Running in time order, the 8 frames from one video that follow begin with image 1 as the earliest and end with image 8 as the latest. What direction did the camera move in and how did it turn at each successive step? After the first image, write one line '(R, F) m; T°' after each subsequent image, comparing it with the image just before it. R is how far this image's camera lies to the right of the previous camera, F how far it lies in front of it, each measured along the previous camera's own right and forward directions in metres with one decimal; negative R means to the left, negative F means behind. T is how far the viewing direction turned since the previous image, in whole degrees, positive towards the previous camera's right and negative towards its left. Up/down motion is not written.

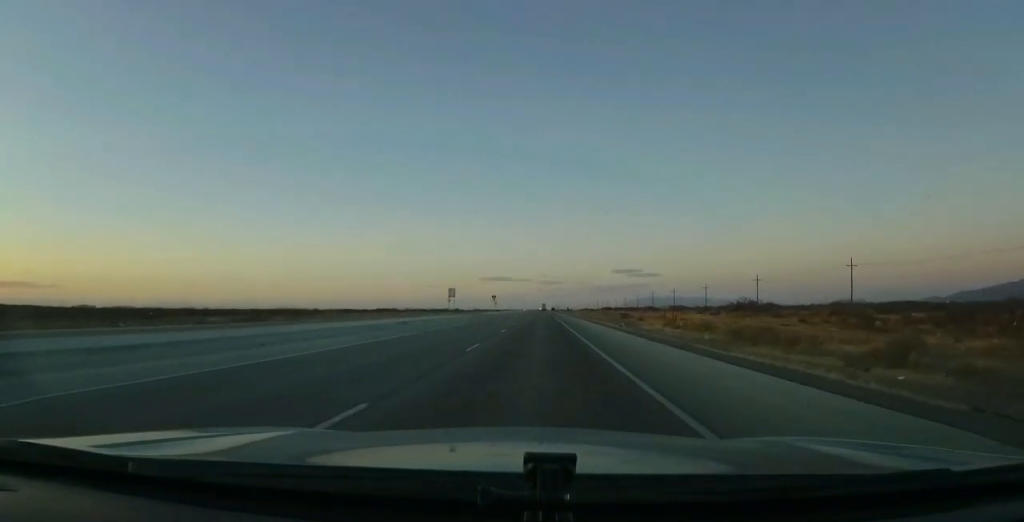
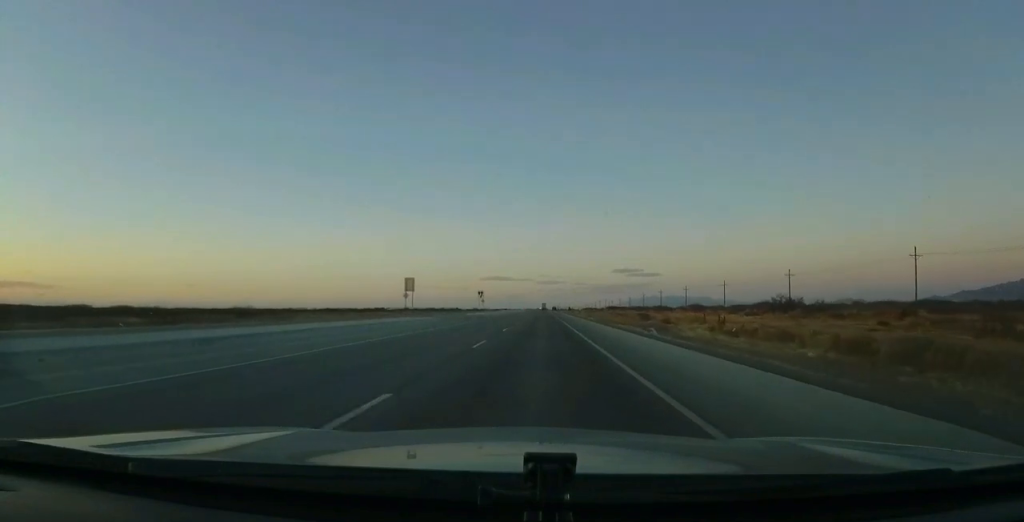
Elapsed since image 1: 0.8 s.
(+0.4, +23.7) m; 0°
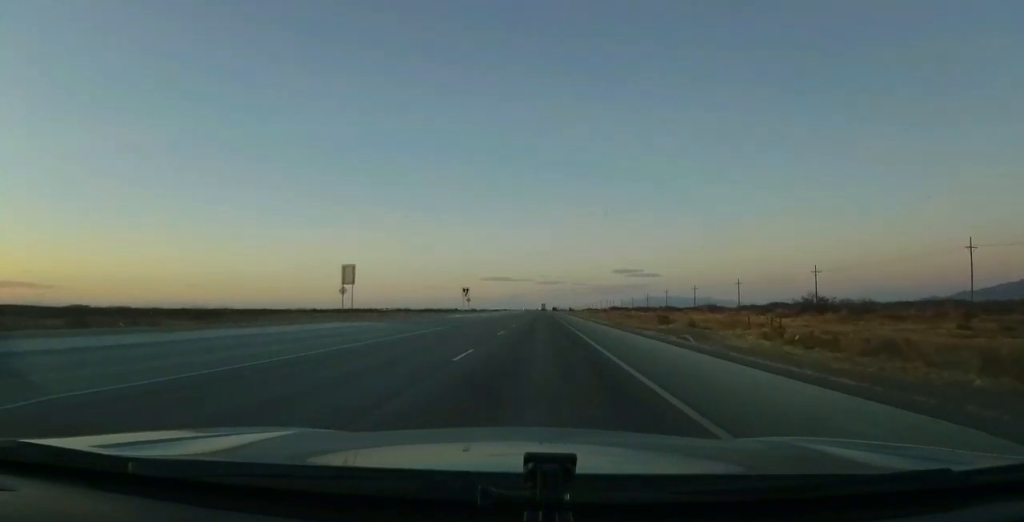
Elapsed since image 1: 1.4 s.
(-0.1, +16.1) m; 0°
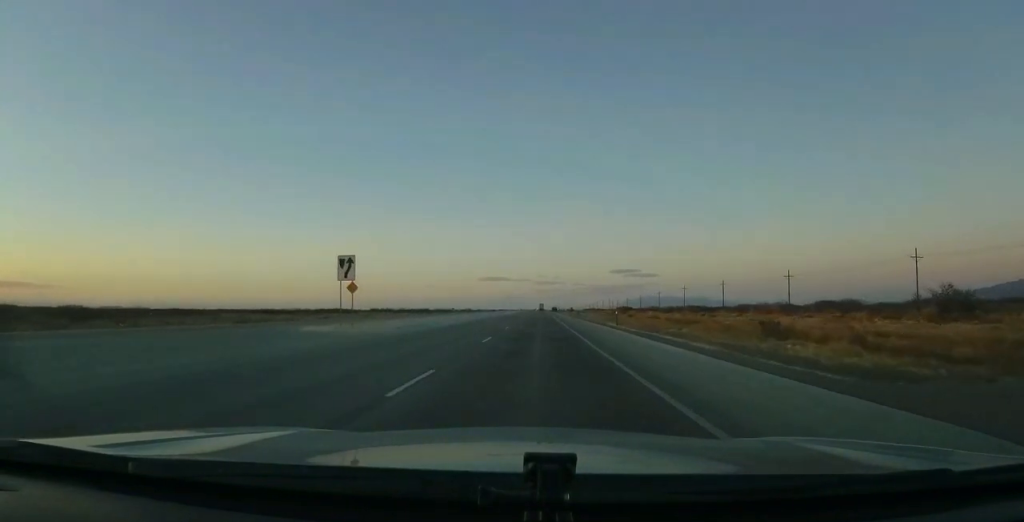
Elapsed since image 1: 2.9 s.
(-0.5, +43.3) m; -1°
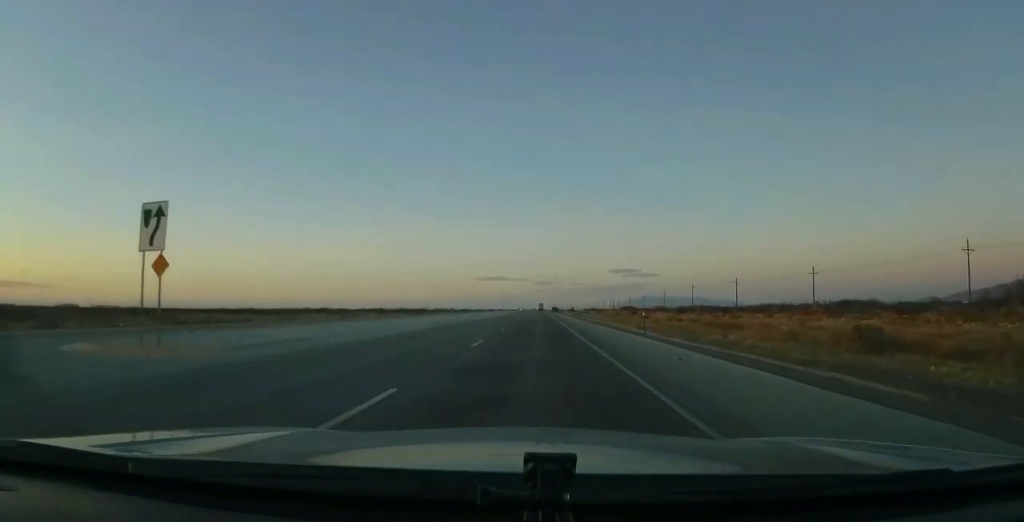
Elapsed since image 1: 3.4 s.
(0.0, +13.9) m; 0°
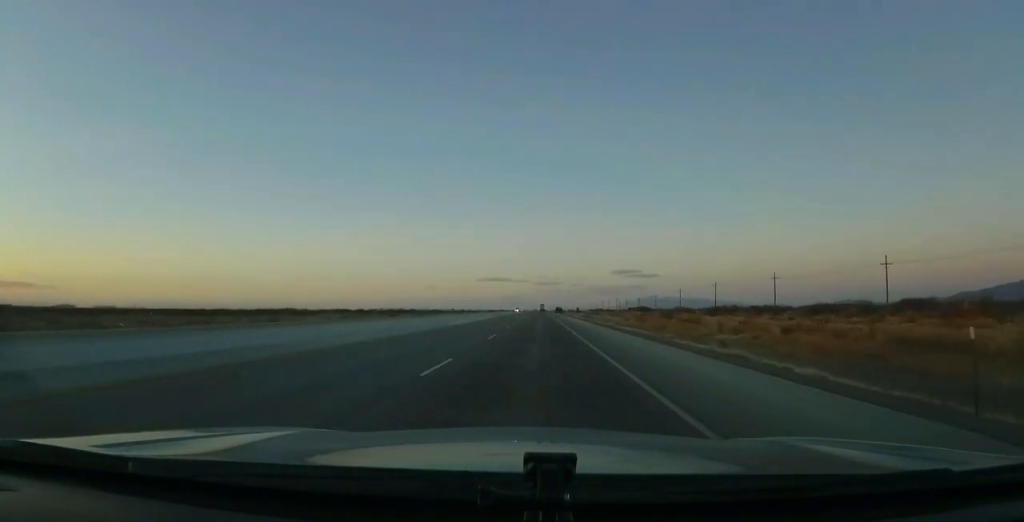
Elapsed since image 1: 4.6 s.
(+0.3, +31.4) m; +1°
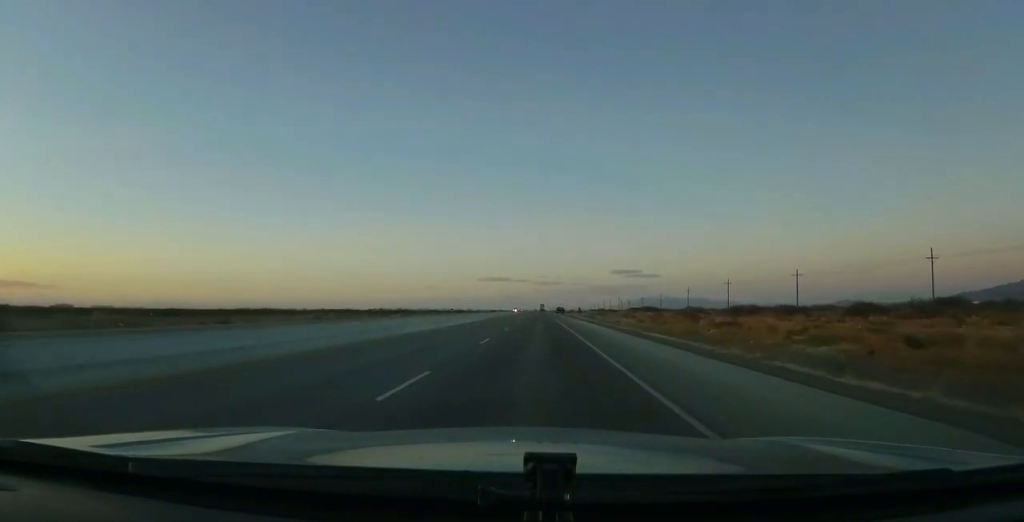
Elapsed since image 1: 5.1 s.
(+0.2, +14.7) m; 0°
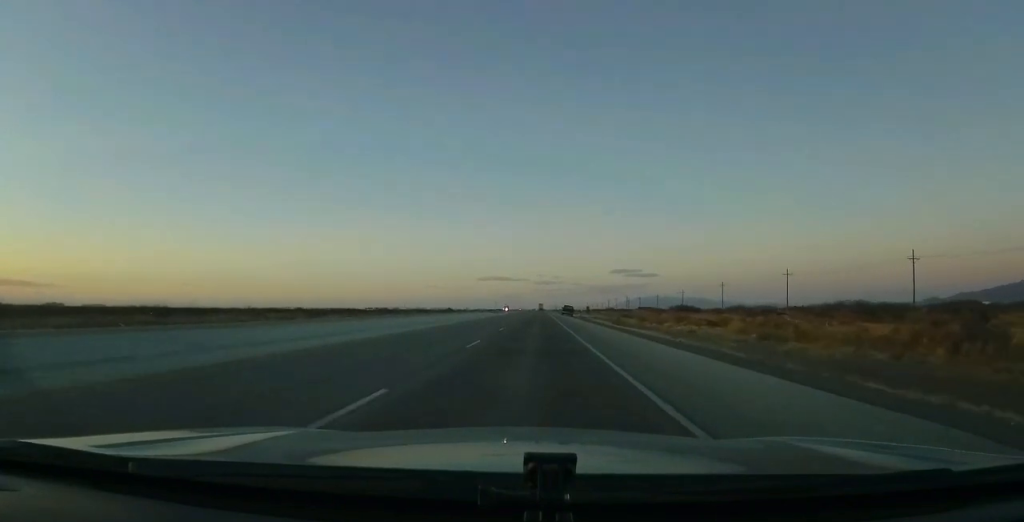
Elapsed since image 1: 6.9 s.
(0.0, +50.5) m; 0°
